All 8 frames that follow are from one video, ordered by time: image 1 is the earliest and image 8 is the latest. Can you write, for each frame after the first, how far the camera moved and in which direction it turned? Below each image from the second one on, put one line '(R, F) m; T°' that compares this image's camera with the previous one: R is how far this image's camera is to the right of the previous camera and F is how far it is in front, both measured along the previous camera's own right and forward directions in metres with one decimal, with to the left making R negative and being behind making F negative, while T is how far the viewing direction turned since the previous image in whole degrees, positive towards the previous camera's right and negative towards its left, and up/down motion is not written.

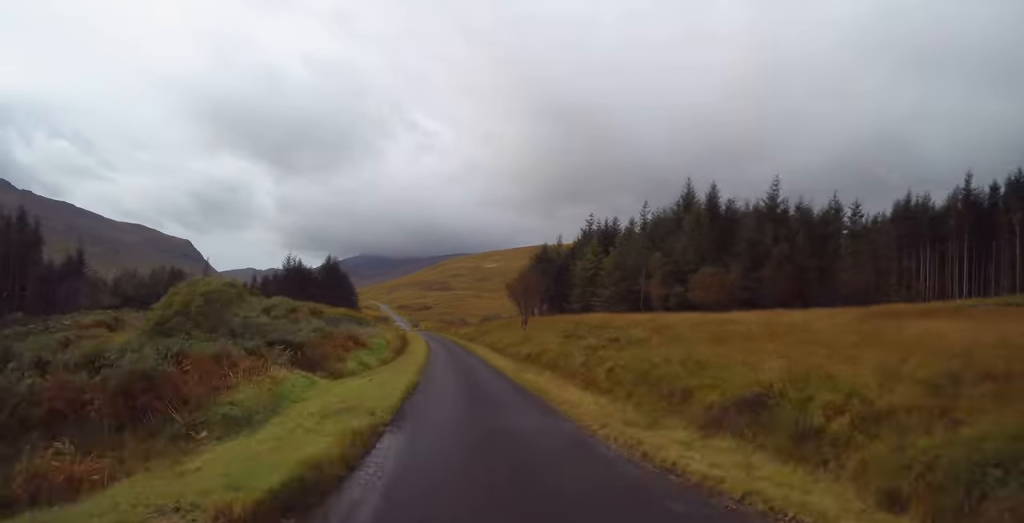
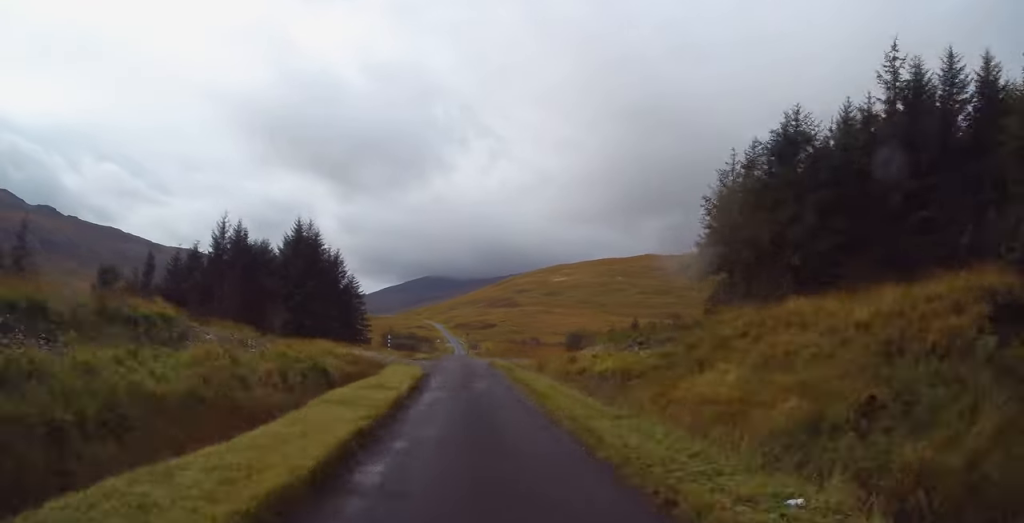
(-2.8, +64.3) m; -5°
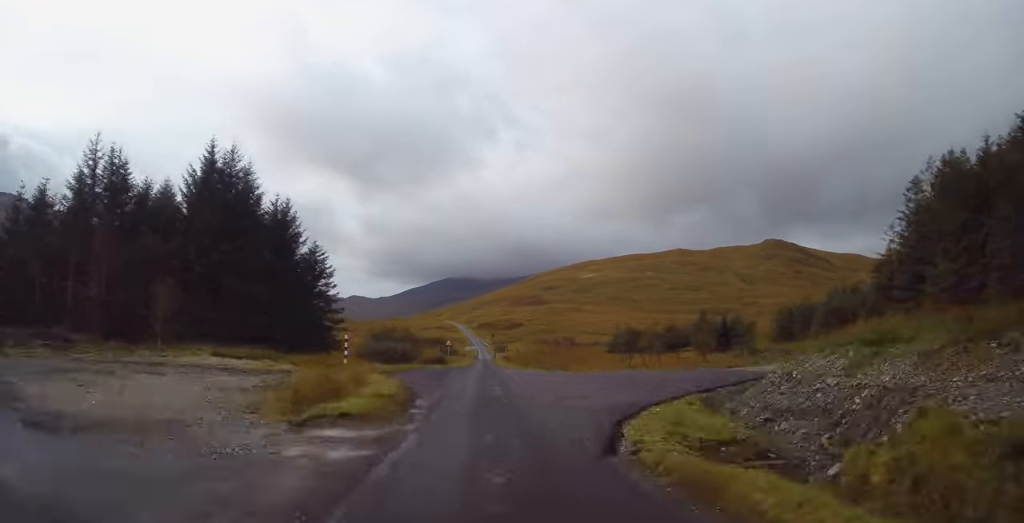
(-0.8, +32.9) m; -1°
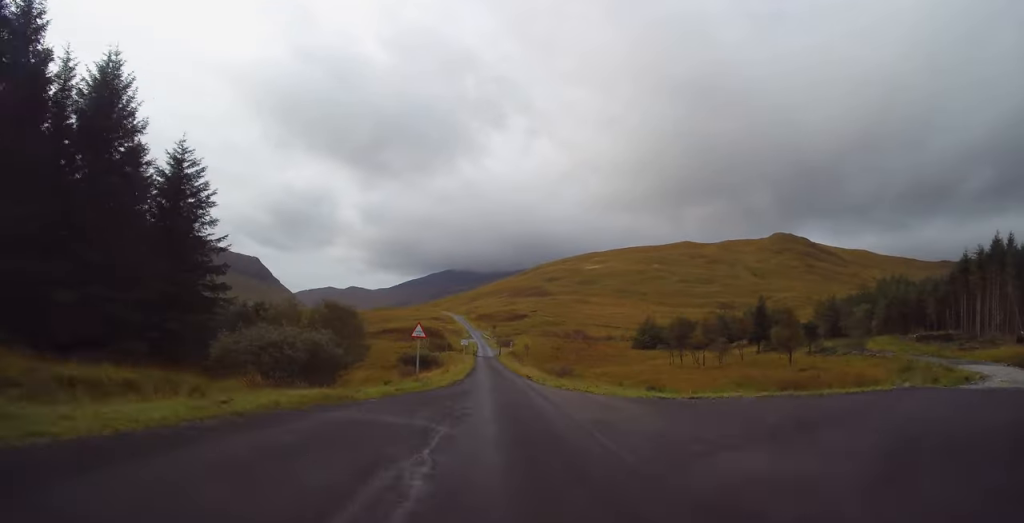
(-0.1, +29.8) m; 0°
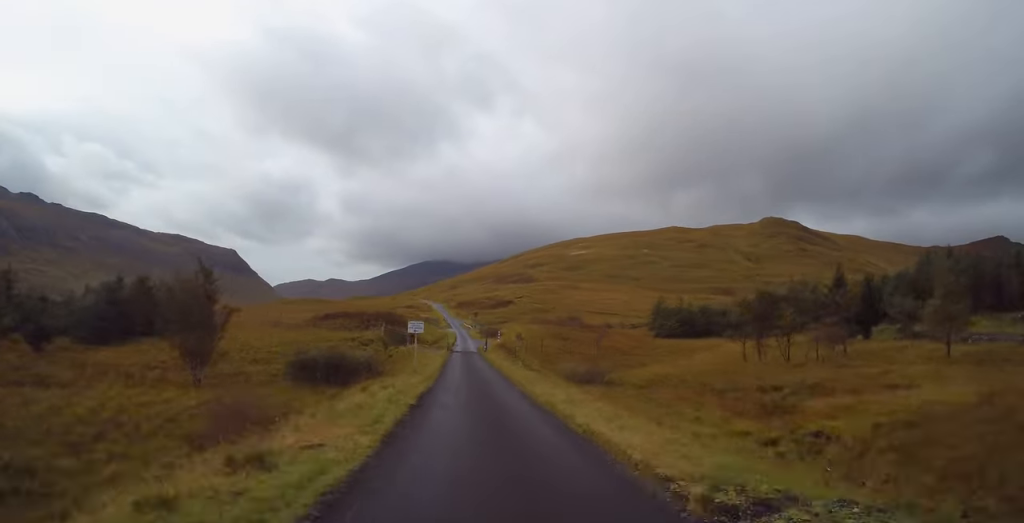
(+0.2, +34.0) m; 0°
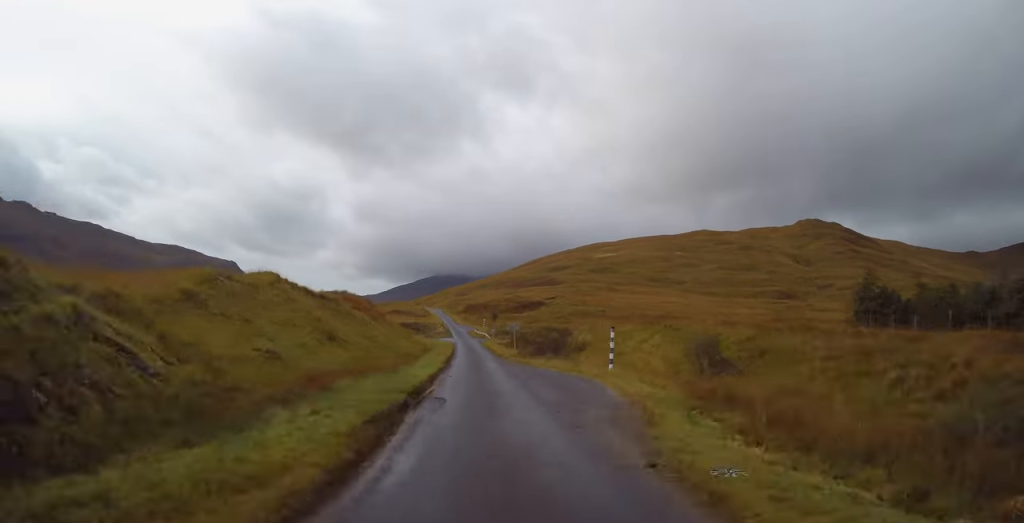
(+0.1, +83.0) m; 0°
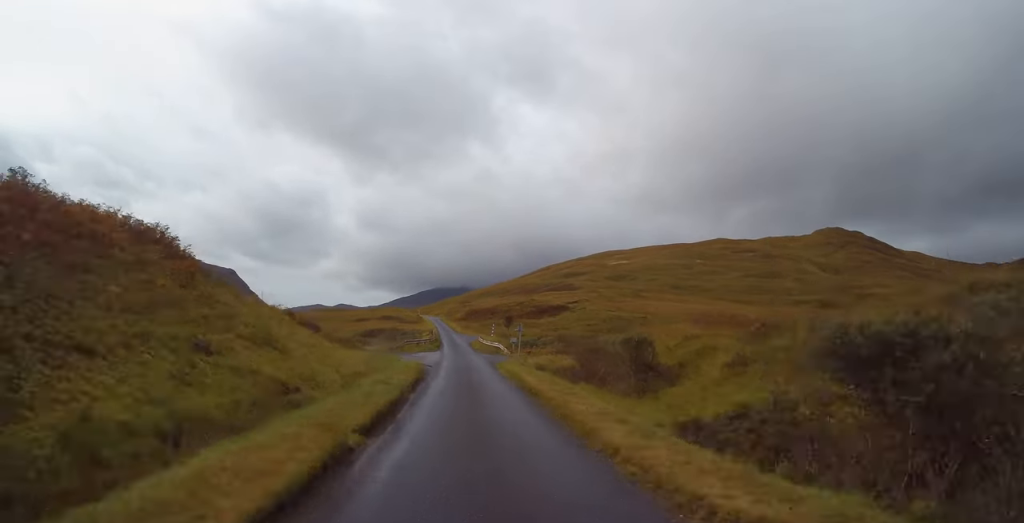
(-0.2, +41.3) m; -1°
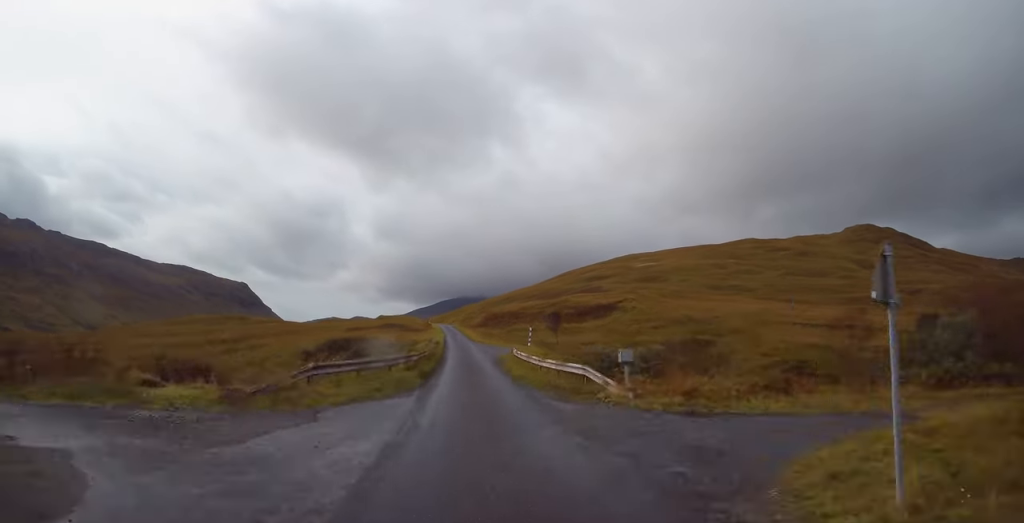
(-0.5, +32.9) m; -1°
